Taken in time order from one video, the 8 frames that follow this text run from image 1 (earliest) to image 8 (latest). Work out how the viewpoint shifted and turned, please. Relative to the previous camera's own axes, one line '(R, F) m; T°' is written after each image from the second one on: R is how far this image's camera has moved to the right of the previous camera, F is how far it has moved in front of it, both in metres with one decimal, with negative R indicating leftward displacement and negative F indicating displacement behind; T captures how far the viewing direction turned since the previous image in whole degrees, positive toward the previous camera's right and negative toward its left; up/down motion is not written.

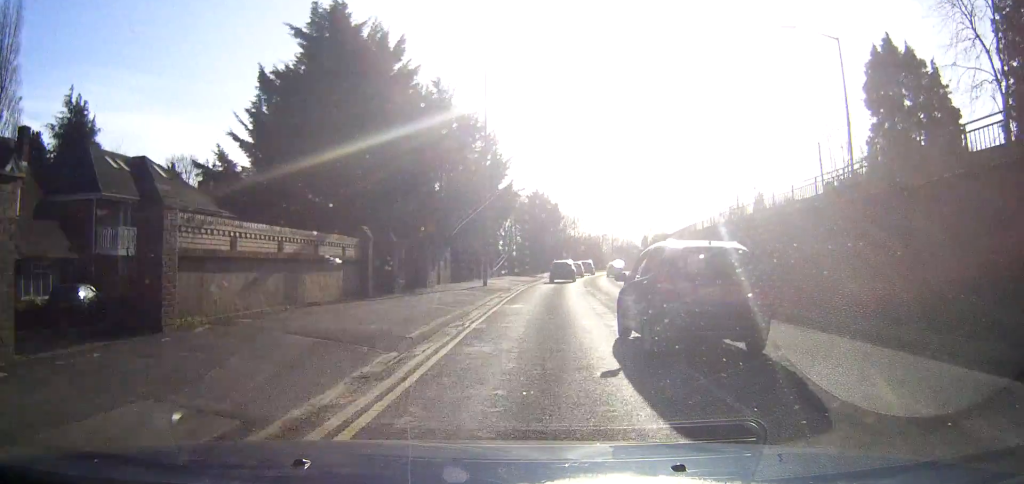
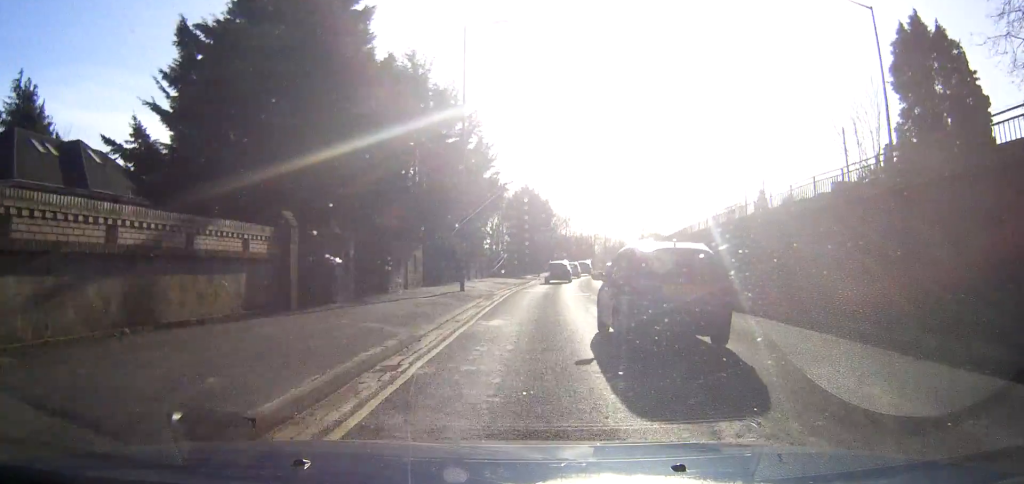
(0.0, +6.0) m; +1°
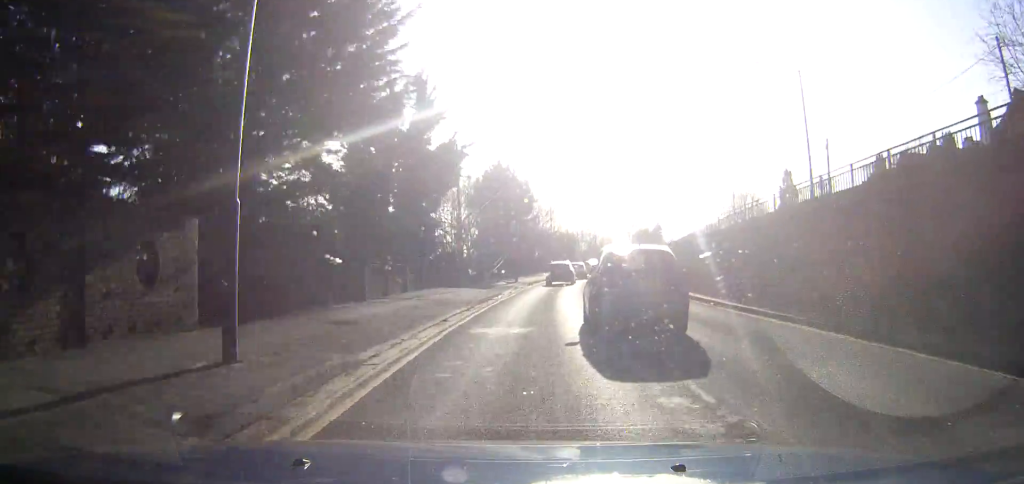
(+0.4, +19.3) m; +1°
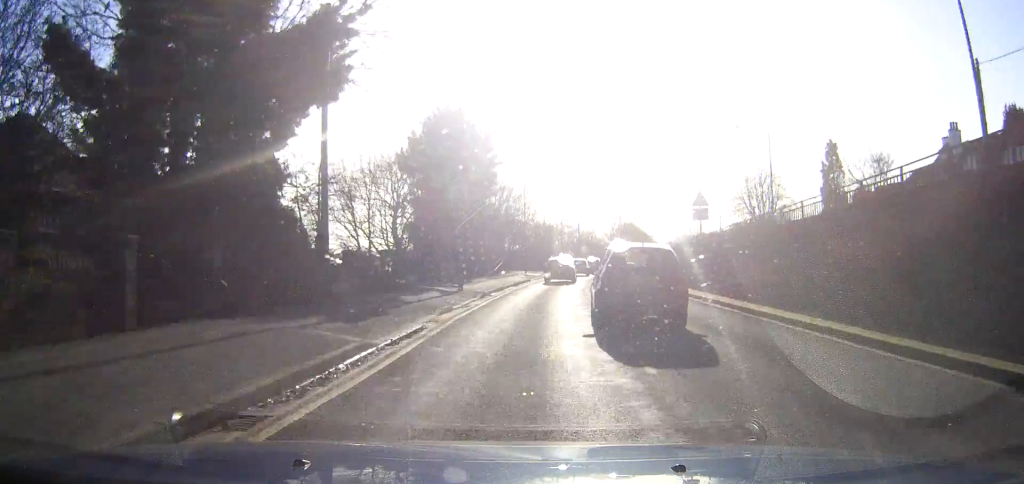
(+0.2, +21.1) m; +1°
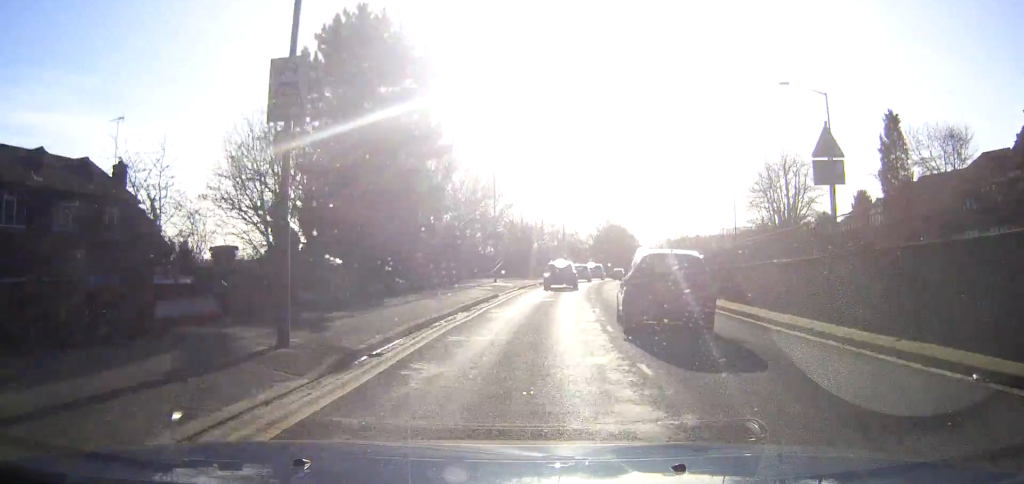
(+0.2, +16.7) m; +2°
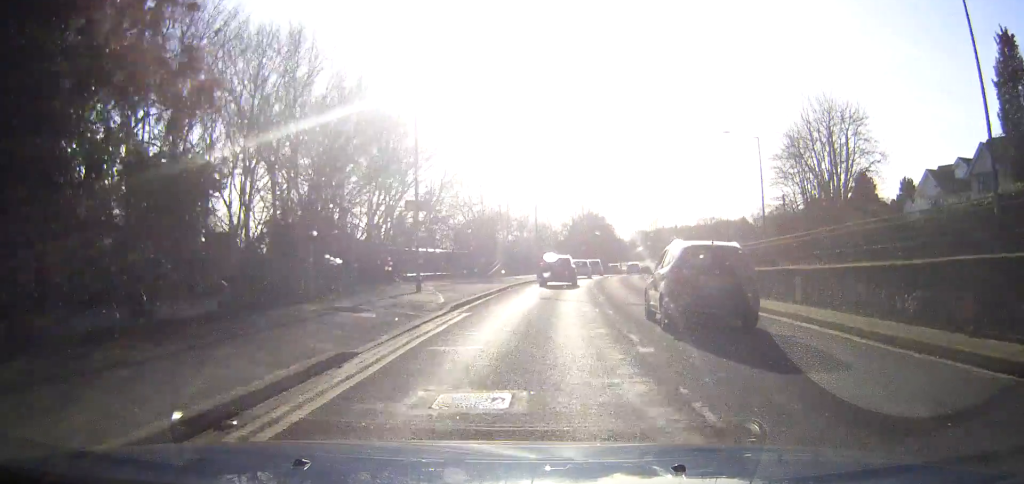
(+0.6, +19.2) m; +2°
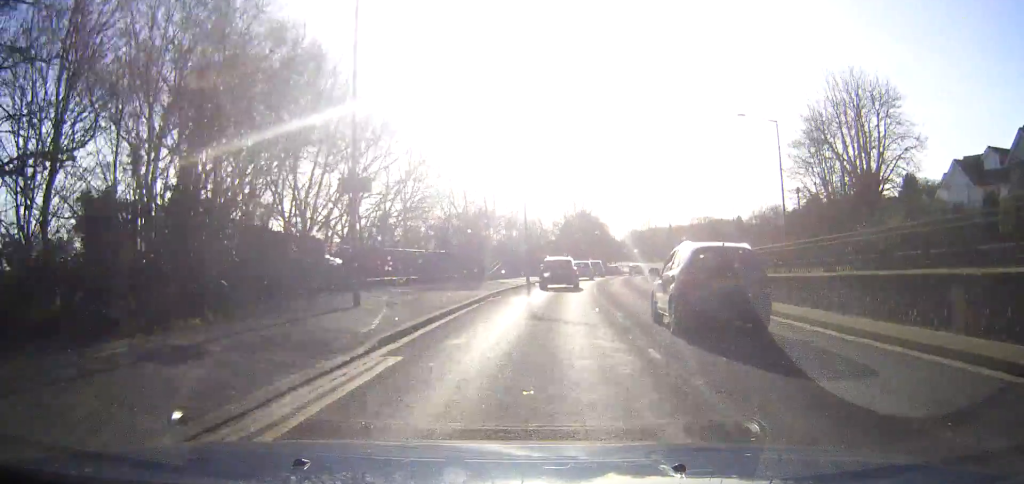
(0.0, +7.4) m; +1°
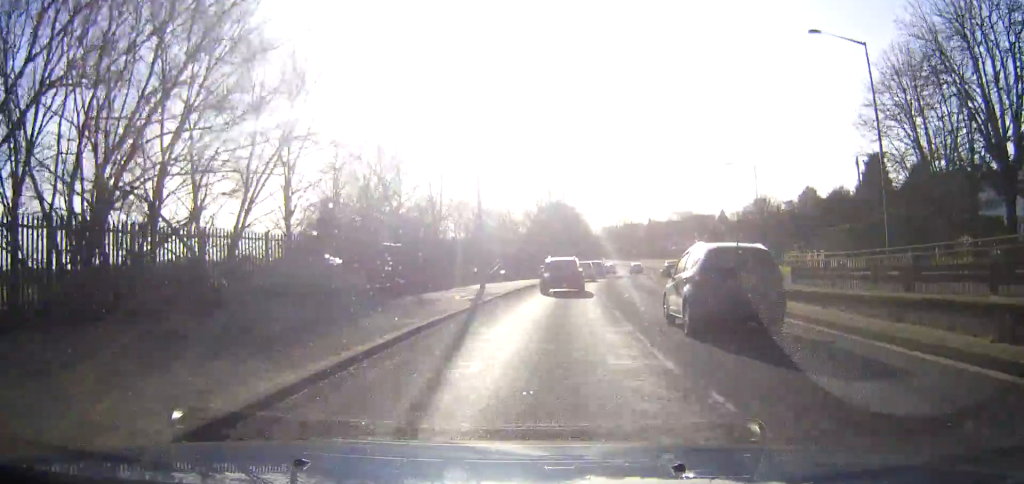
(+0.5, +20.4) m; +3°
